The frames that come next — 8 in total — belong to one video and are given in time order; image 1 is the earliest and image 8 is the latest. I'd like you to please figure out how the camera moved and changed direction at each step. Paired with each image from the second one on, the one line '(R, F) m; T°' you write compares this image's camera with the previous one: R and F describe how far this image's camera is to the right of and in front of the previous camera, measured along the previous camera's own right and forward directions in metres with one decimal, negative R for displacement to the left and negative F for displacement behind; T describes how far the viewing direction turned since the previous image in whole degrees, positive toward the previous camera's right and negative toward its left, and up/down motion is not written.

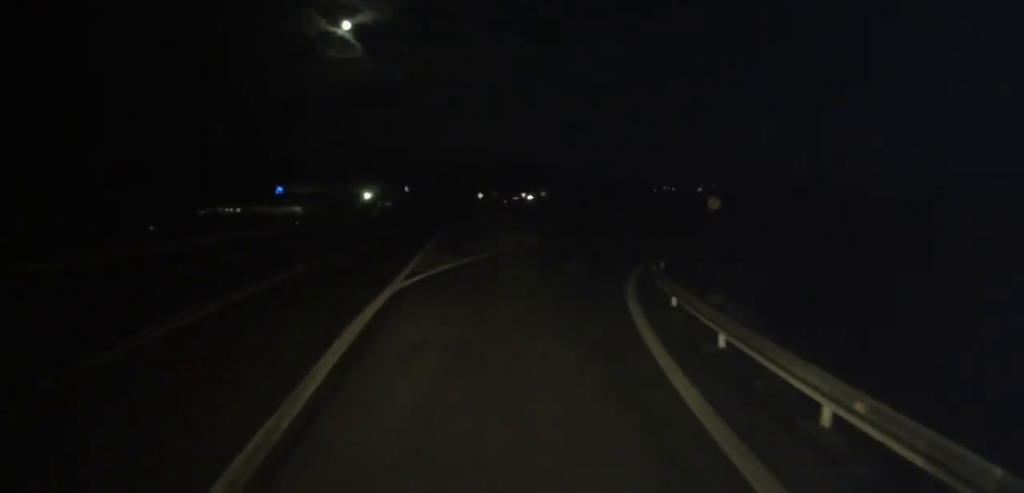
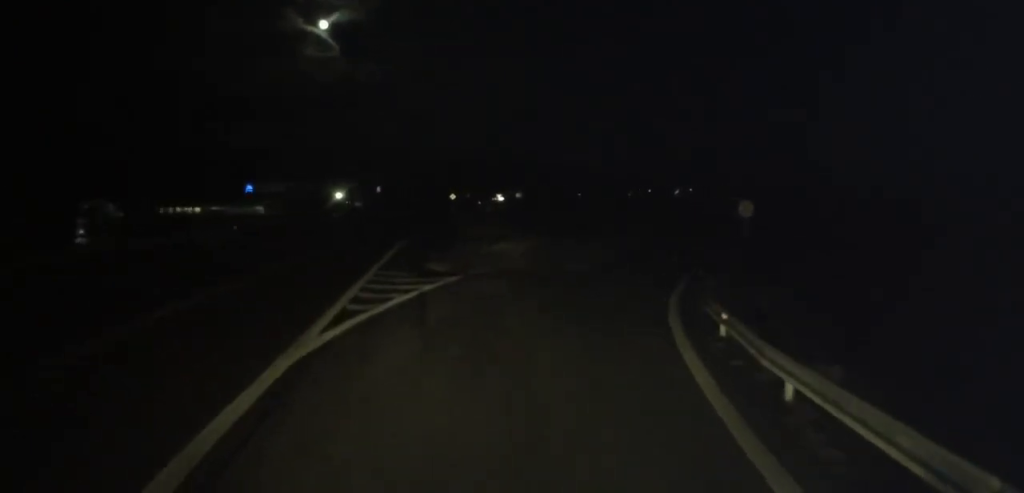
(-0.1, +7.5) m; +3°
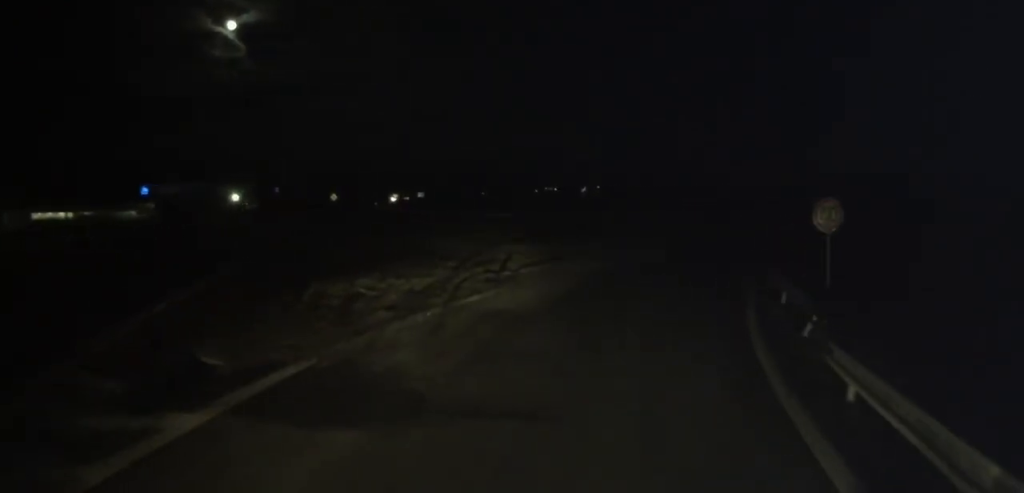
(+1.4, +13.9) m; +8°
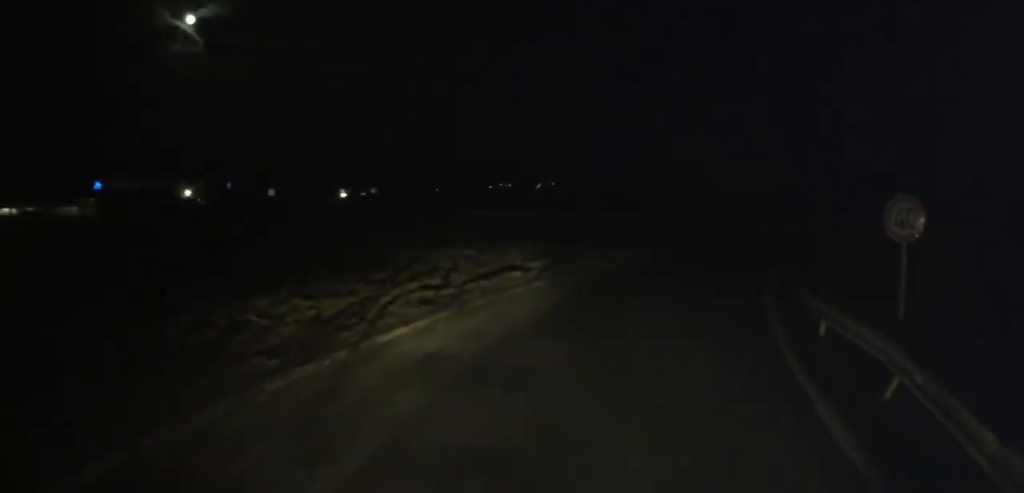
(+0.1, +4.8) m; +3°
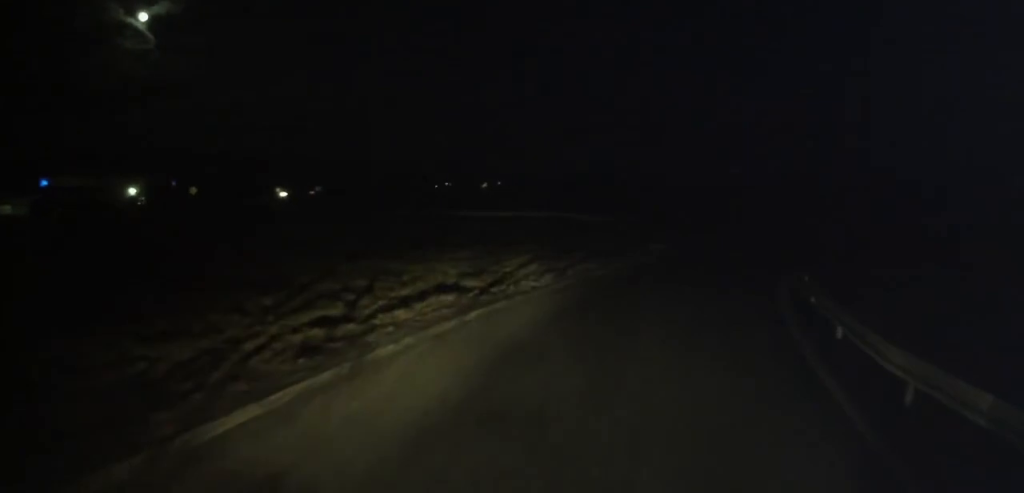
(-0.2, +4.9) m; +5°
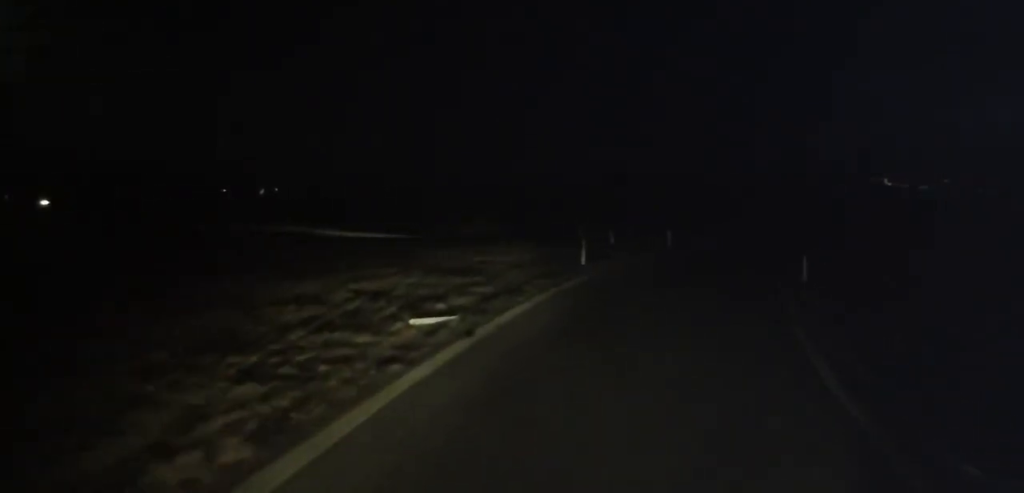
(+3.7, +15.3) m; +25°
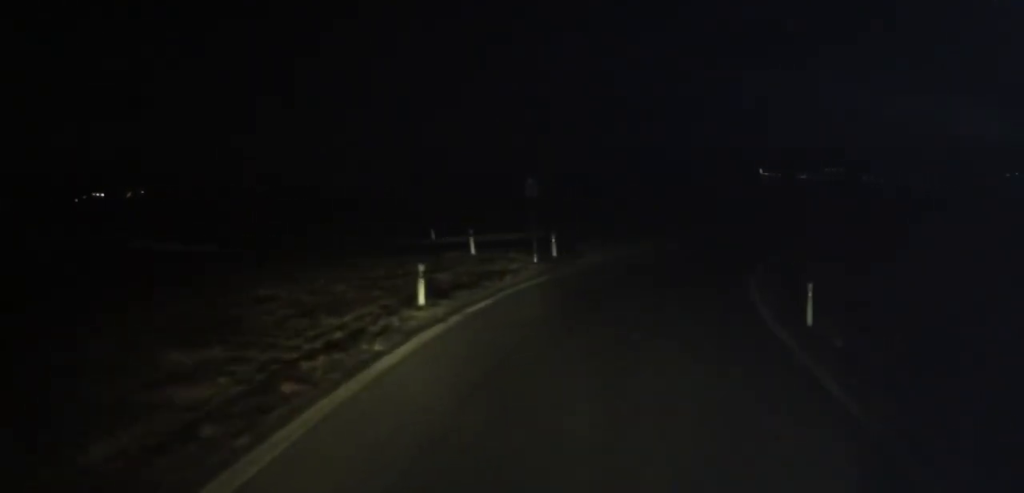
(+1.1, +10.1) m; +17°
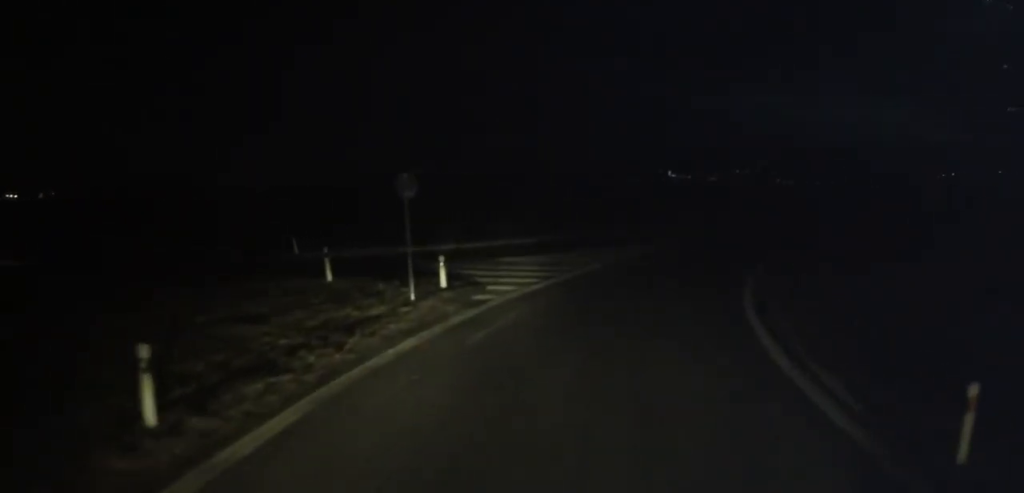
(+1.4, +8.1) m; +12°
